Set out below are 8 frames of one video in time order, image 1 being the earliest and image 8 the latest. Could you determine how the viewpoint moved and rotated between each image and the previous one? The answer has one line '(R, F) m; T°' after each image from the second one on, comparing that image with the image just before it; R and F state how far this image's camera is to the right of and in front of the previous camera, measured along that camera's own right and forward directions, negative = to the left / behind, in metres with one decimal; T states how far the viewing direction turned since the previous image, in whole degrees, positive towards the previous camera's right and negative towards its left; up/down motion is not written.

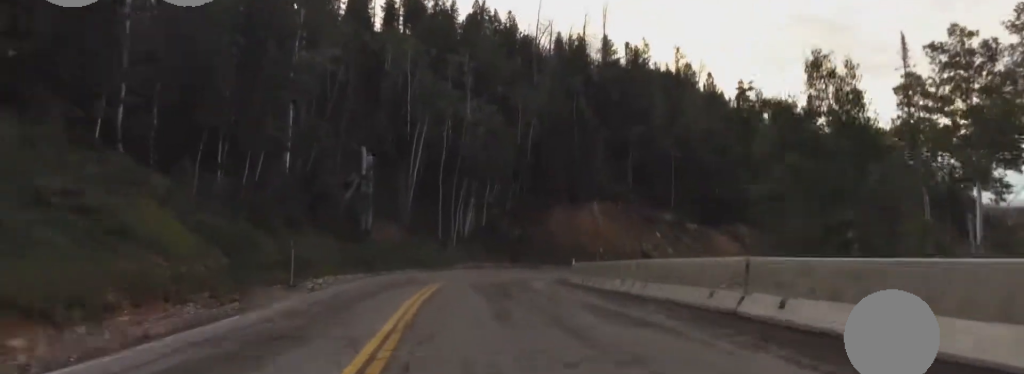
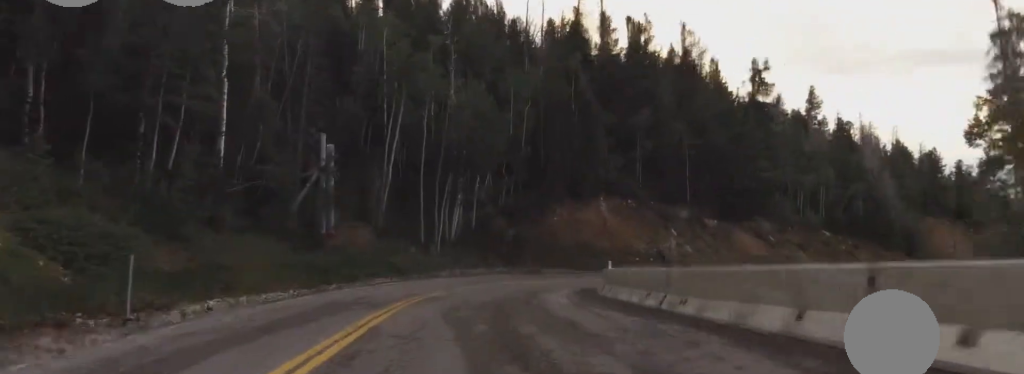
(+0.3, +9.5) m; +2°
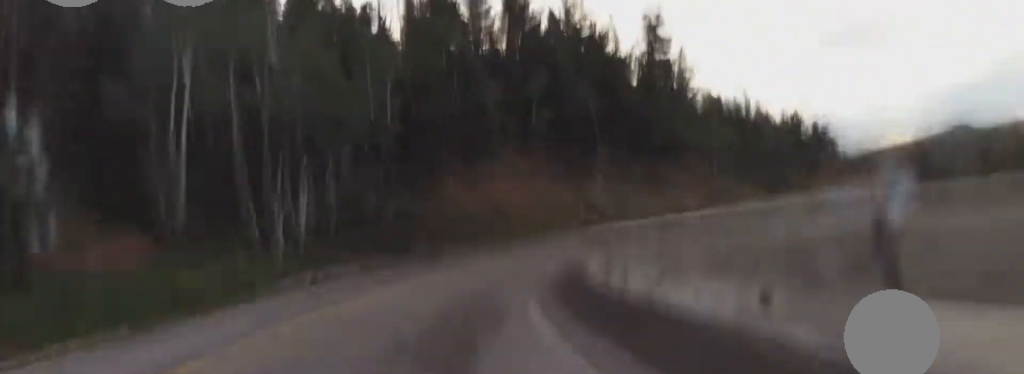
(0.0, +15.6) m; +6°
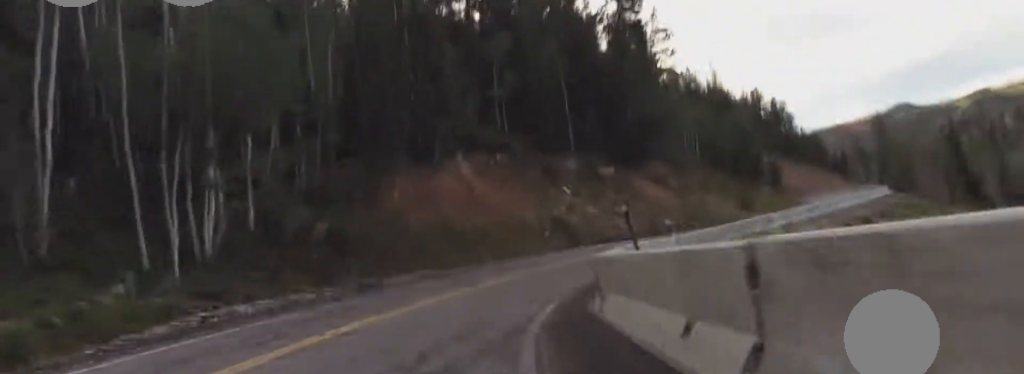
(-0.5, +5.9) m; +5°
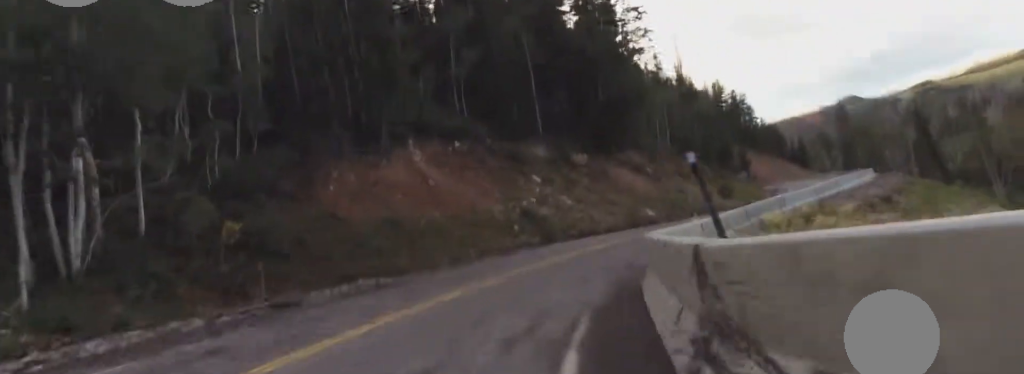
(+1.0, +5.8) m; +9°
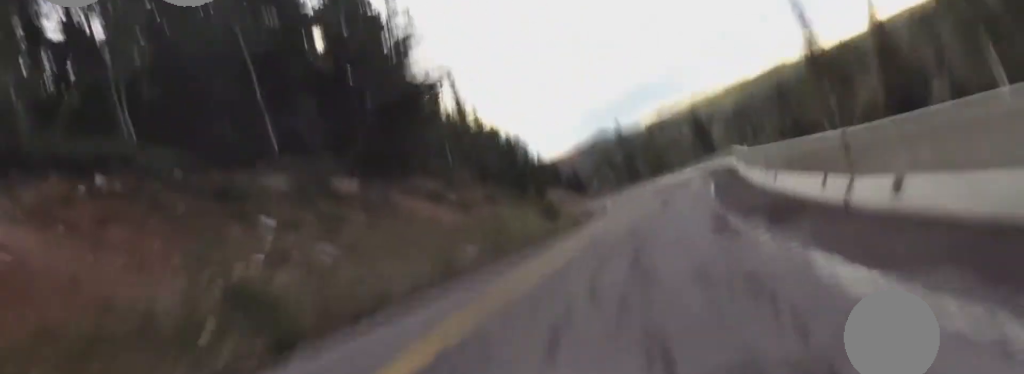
(+3.1, +15.5) m; +14°
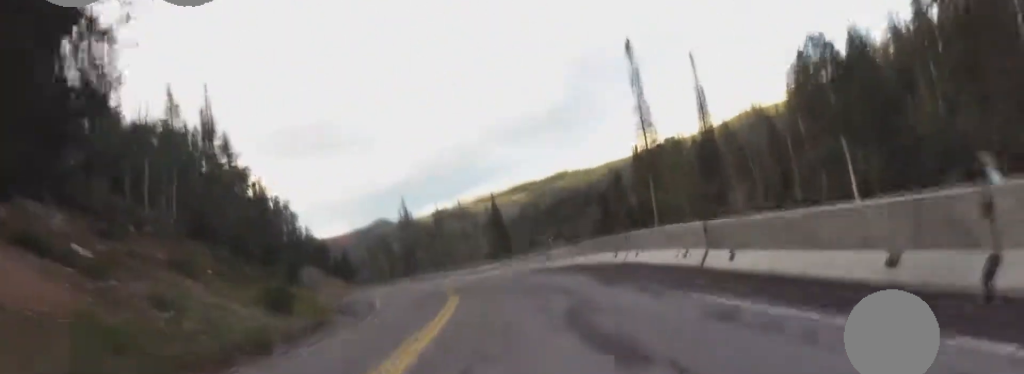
(-0.1, +15.9) m; +5°
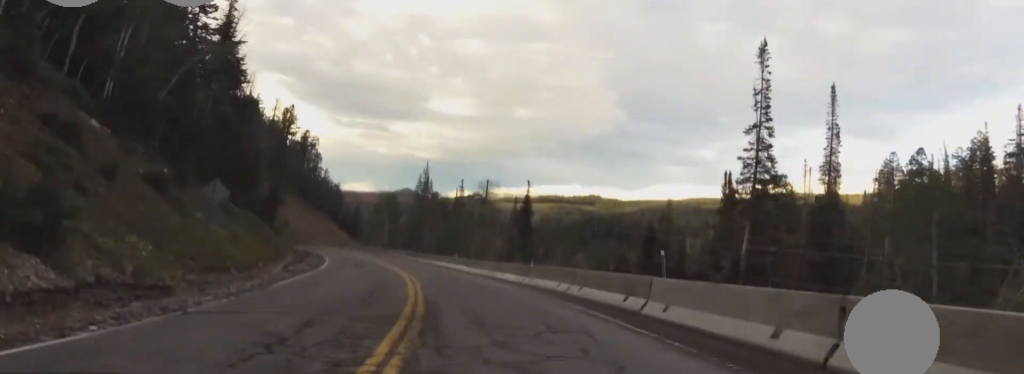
(+2.0, +16.3) m; +8°
